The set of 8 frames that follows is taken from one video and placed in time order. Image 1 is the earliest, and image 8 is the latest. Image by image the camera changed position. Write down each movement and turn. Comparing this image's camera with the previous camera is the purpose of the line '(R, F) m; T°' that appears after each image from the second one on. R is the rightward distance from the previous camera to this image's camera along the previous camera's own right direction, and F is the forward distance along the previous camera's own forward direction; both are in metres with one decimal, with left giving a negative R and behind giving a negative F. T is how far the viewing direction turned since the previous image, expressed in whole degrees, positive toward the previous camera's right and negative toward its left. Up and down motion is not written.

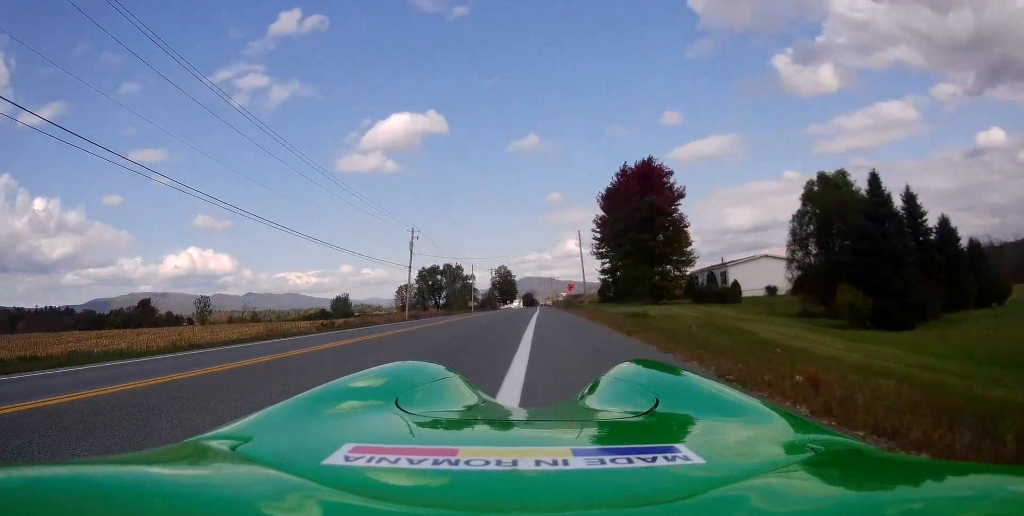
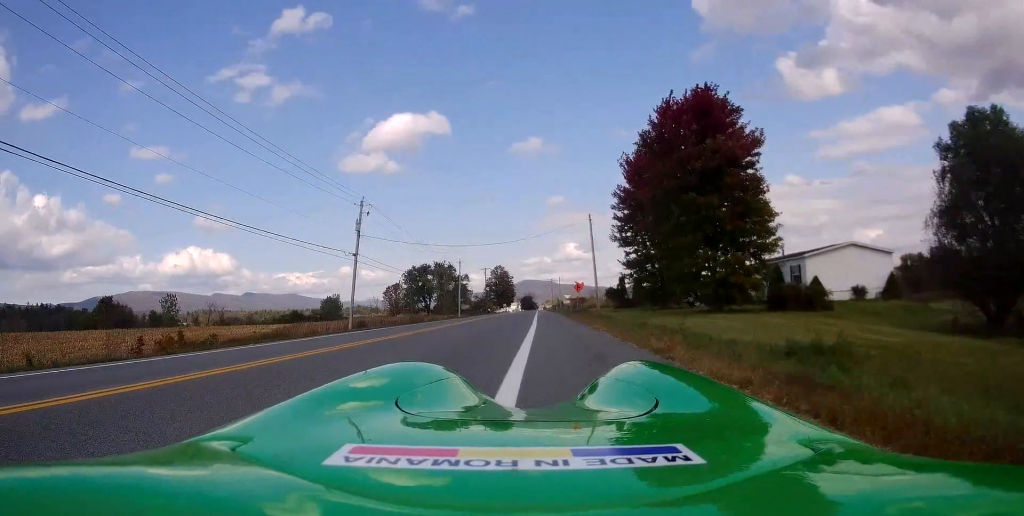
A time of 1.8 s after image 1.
(-0.4, +18.3) m; 0°
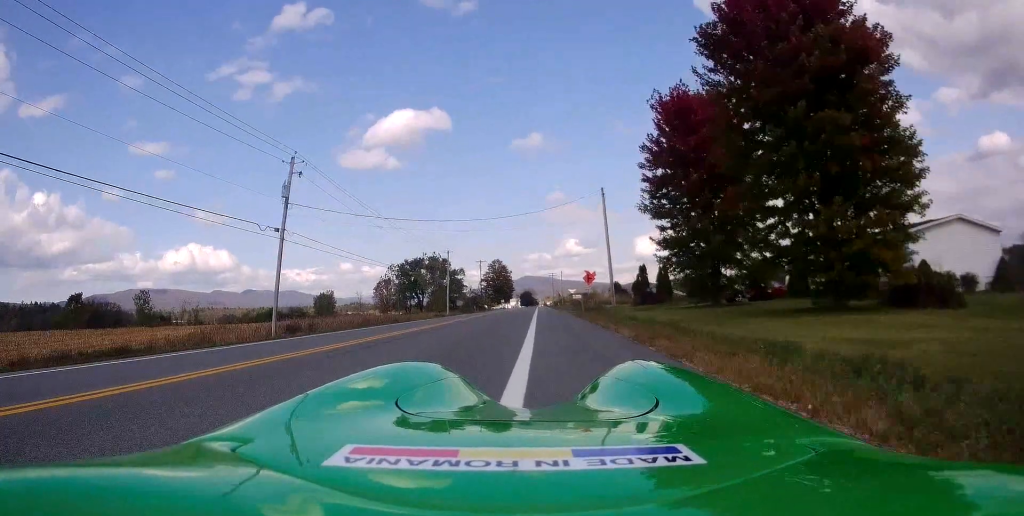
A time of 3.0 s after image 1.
(+0.6, +12.9) m; +1°
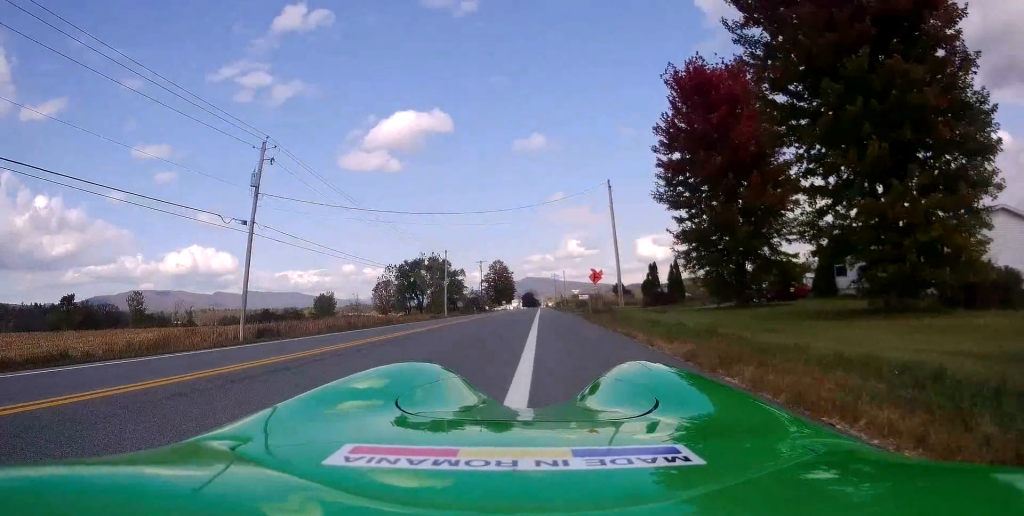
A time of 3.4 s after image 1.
(-0.1, +3.9) m; -1°
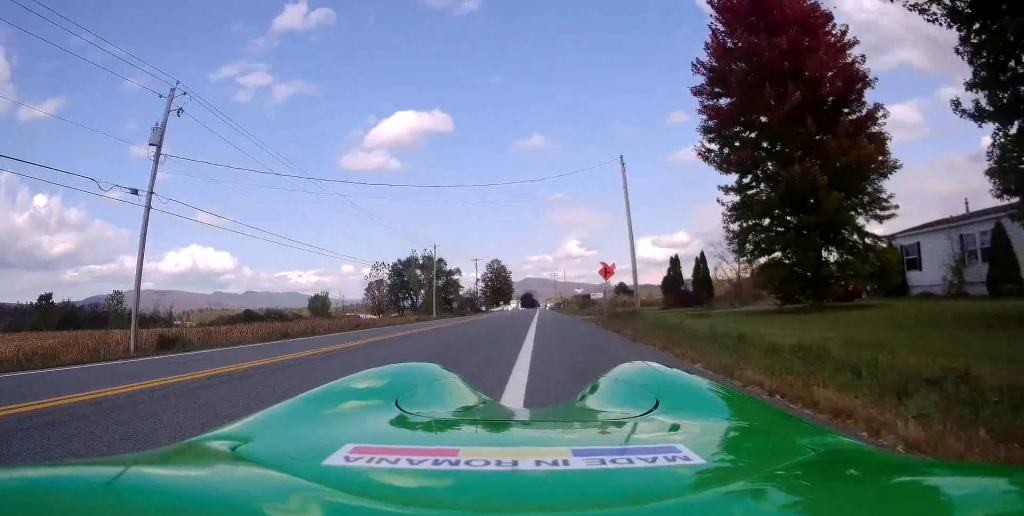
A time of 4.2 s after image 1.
(-0.6, +8.2) m; -2°
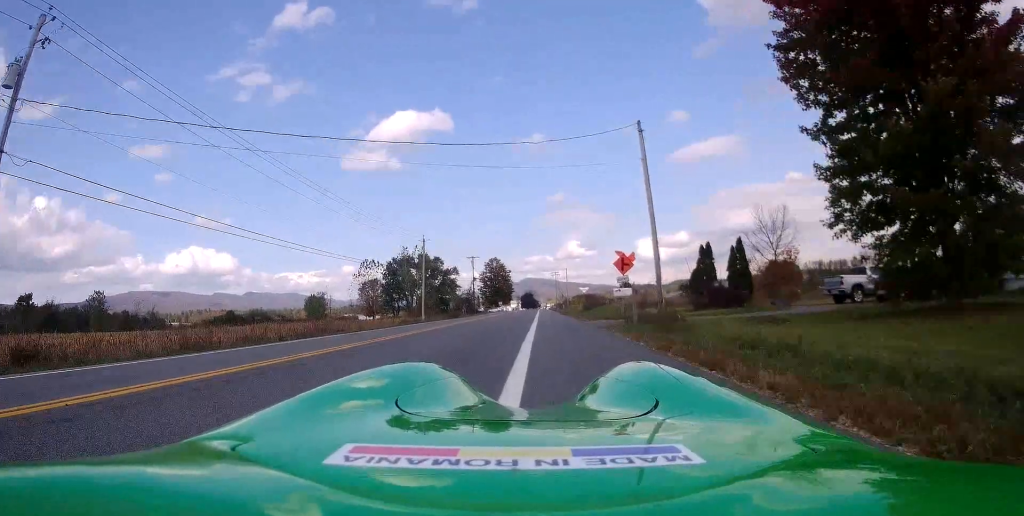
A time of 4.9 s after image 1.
(+0.3, +7.7) m; +2°
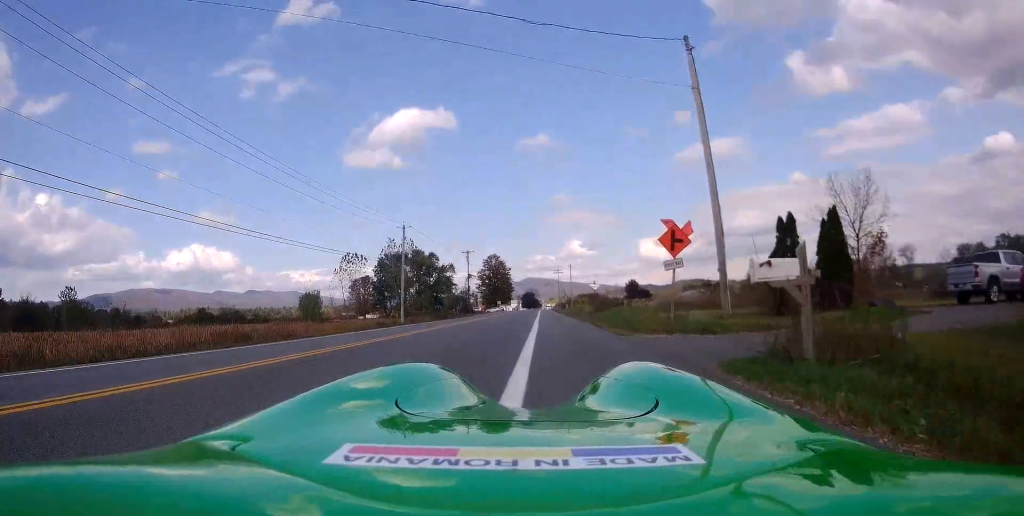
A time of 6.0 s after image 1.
(+0.1, +10.6) m; -1°
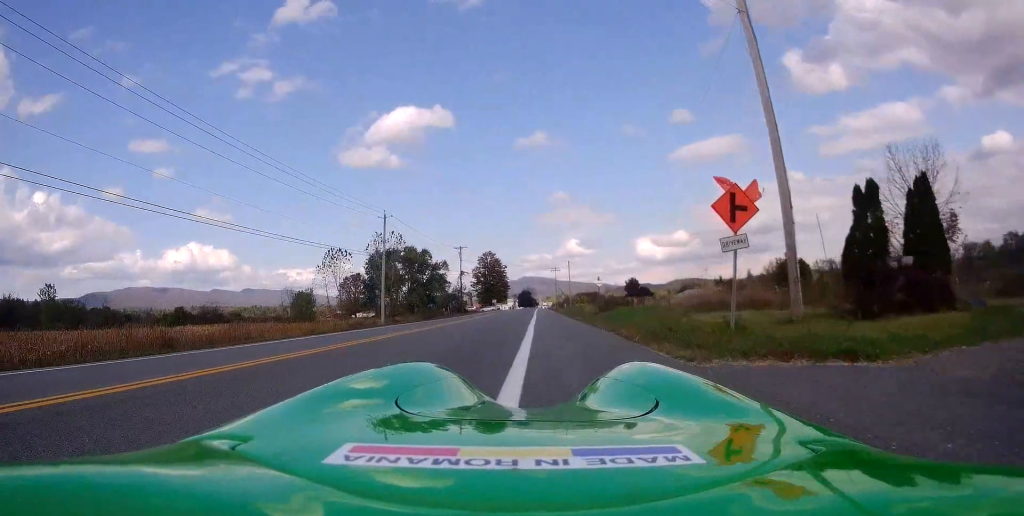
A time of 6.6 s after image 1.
(-0.1, +6.3) m; 0°
